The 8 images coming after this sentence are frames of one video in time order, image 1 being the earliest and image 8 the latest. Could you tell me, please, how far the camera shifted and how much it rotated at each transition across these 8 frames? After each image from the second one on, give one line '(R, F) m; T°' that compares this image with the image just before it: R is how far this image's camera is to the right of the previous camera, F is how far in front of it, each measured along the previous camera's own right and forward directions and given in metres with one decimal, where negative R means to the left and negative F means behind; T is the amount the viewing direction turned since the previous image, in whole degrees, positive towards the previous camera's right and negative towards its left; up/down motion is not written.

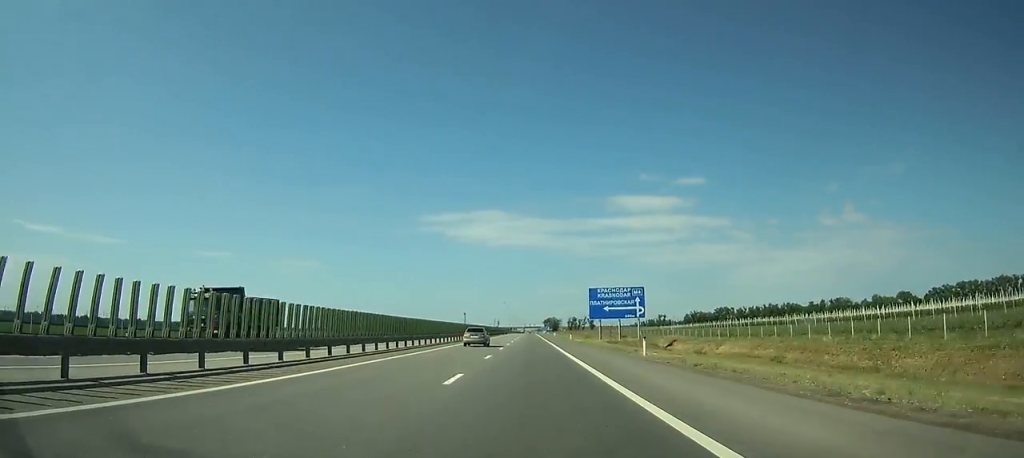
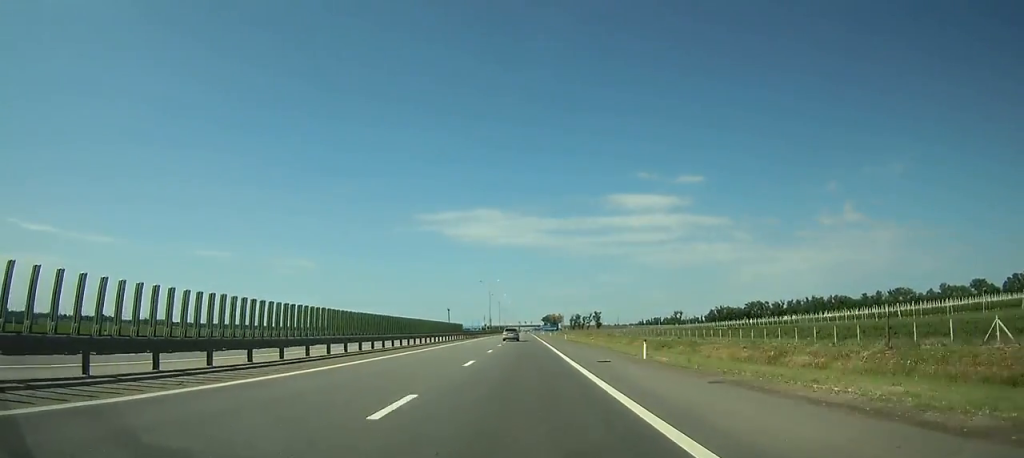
(0.0, +99.0) m; 0°
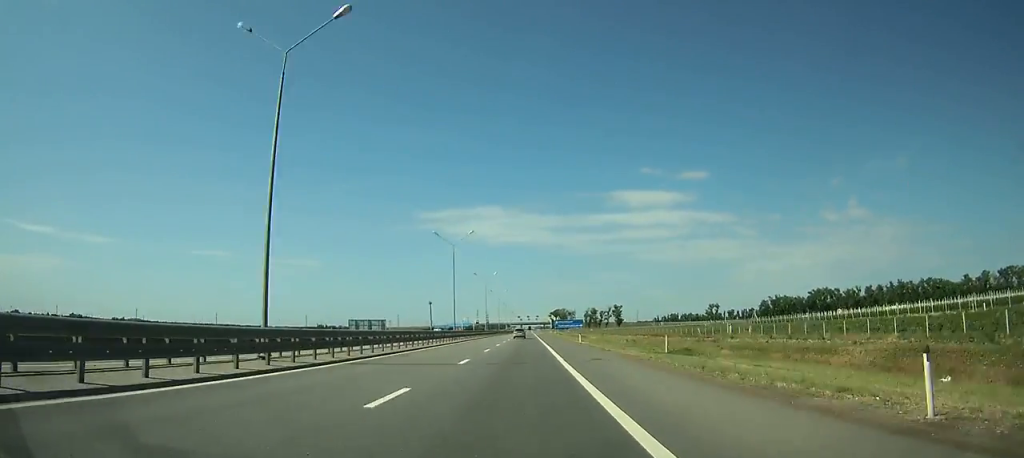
(+0.2, +119.1) m; 0°
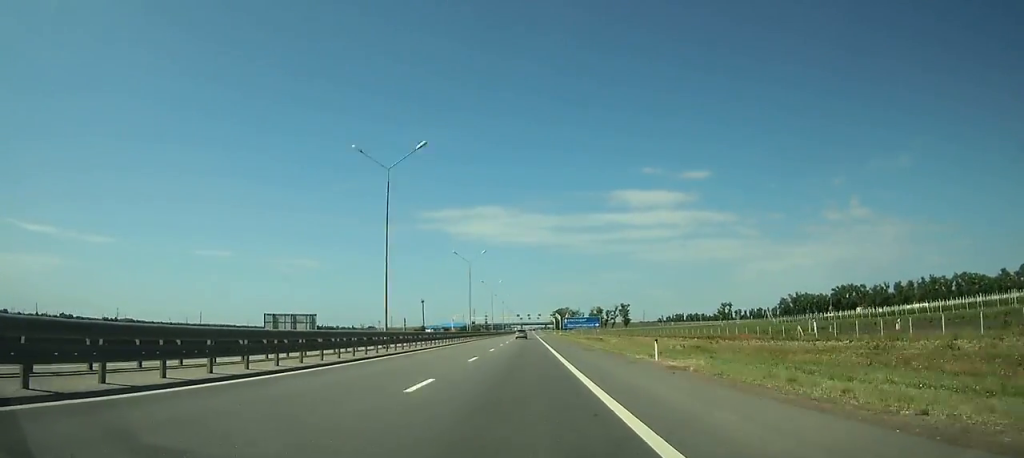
(-0.1, +35.2) m; 0°
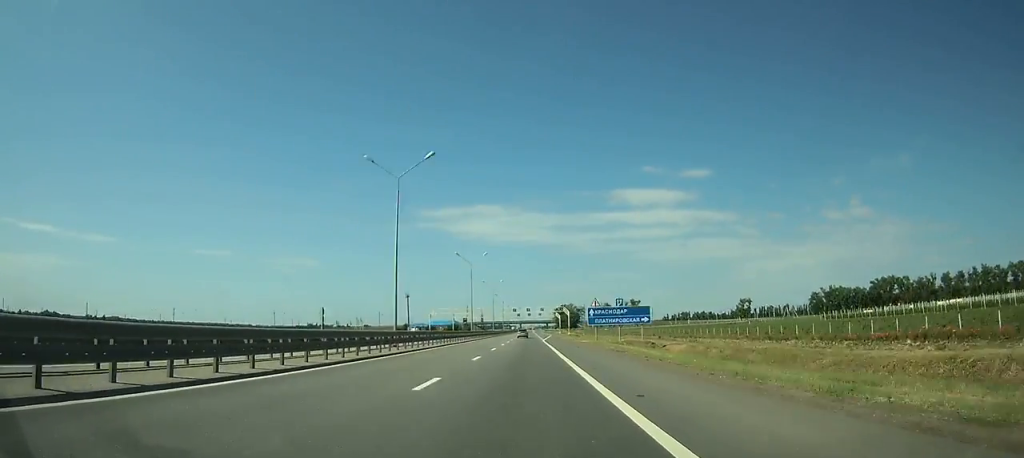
(0.0, +48.8) m; 0°
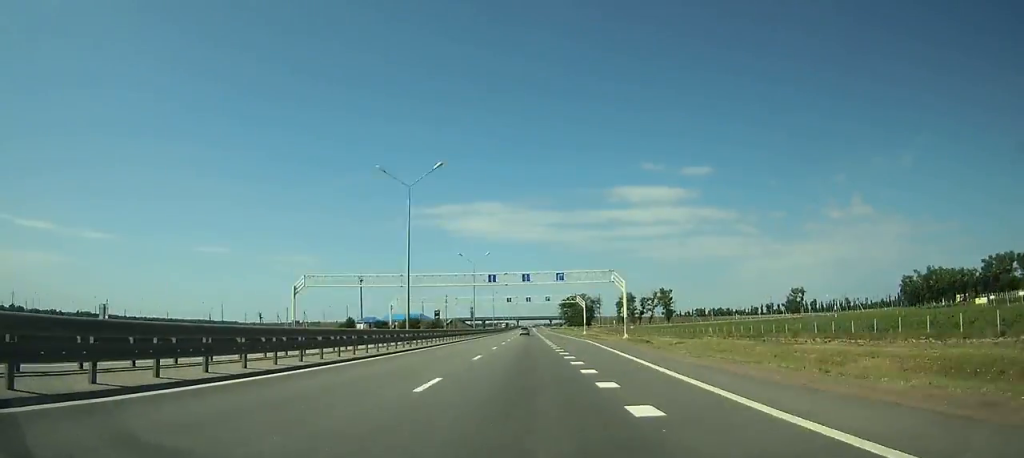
(-0.3, +95.4) m; 0°
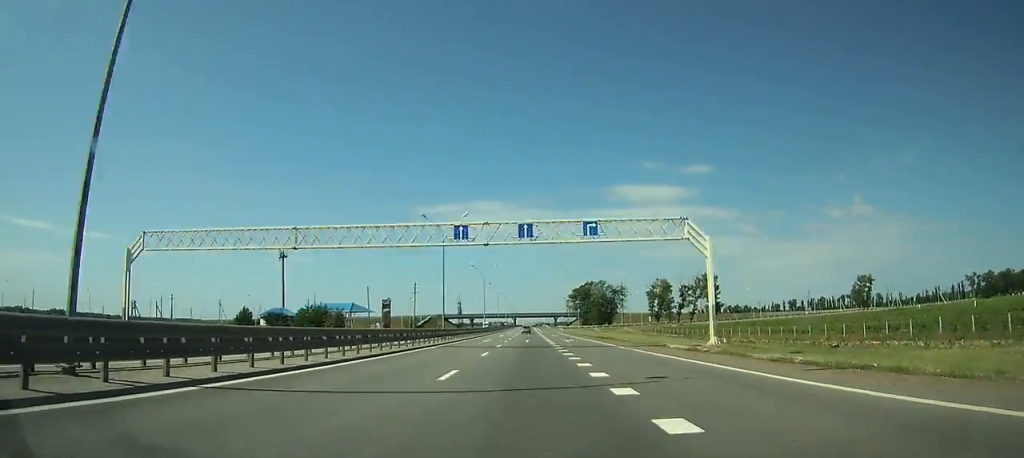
(+0.3, +77.9) m; 0°
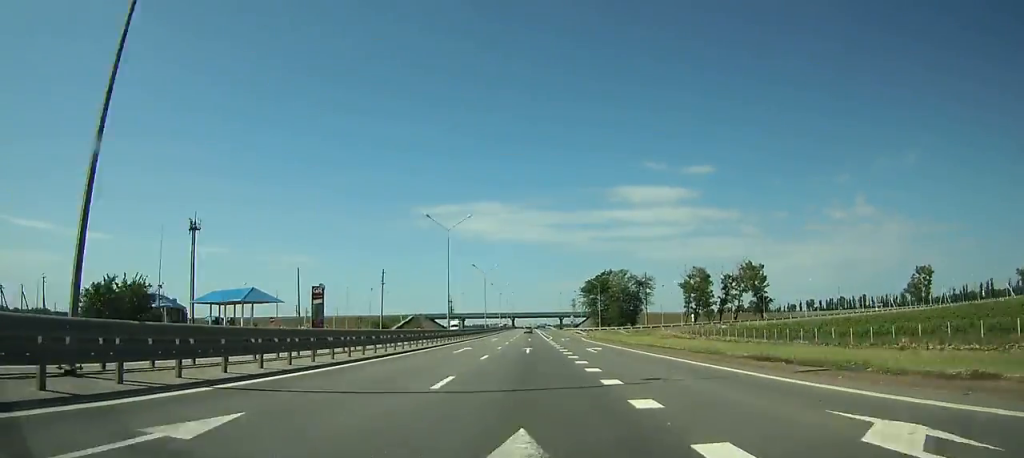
(+0.1, +49.0) m; 0°
